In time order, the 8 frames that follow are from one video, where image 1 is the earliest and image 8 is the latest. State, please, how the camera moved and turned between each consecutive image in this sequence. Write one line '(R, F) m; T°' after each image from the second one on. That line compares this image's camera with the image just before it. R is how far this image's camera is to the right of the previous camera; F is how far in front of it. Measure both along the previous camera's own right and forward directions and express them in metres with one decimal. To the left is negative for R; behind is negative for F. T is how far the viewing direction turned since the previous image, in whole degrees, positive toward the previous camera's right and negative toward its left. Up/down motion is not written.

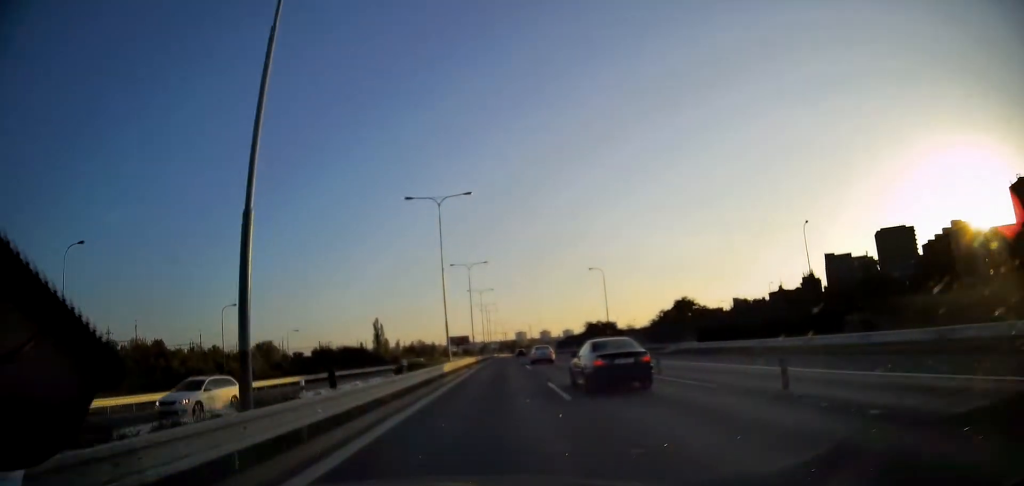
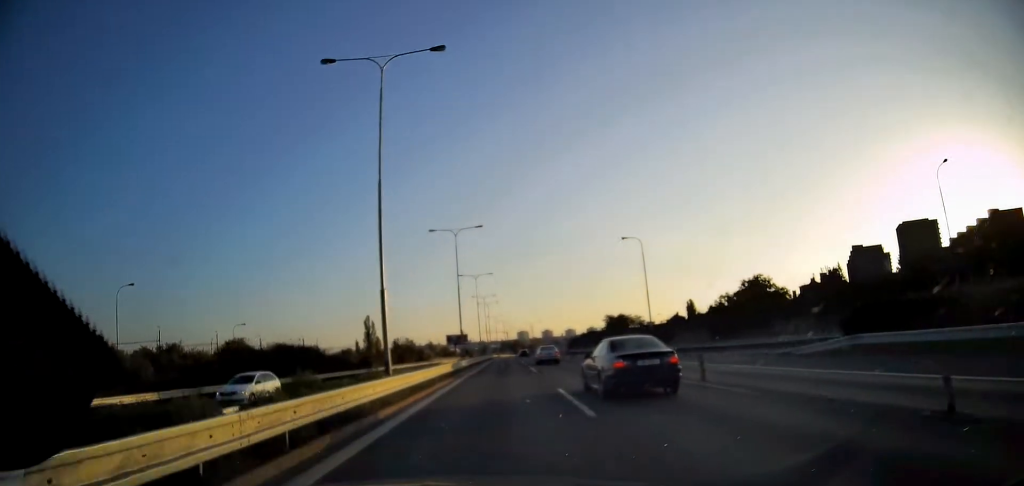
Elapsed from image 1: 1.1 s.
(+0.1, +20.8) m; 0°
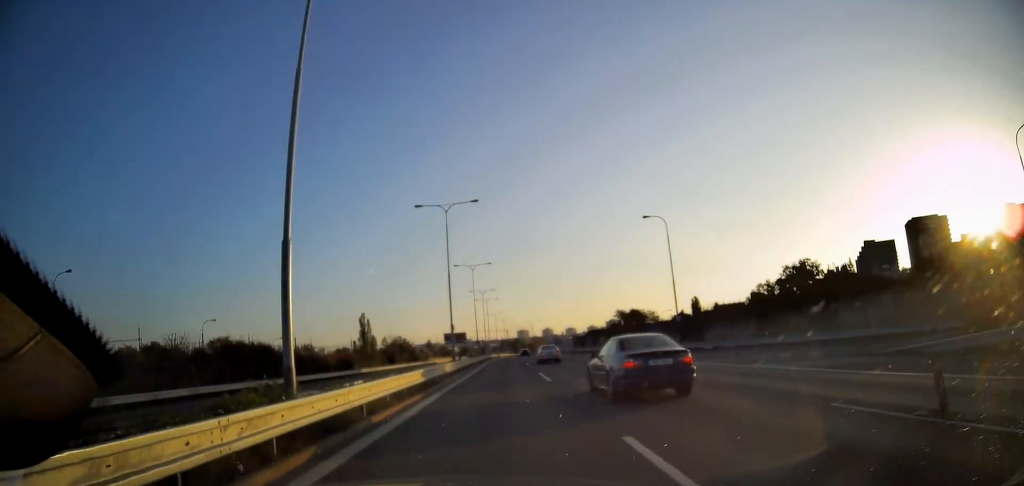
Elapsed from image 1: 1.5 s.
(-0.1, +8.5) m; -1°
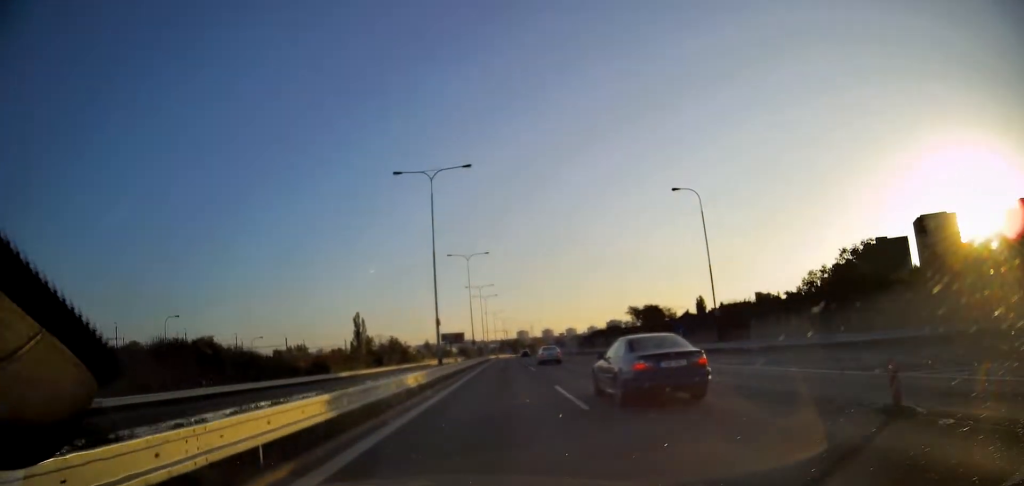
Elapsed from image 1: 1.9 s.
(0.0, +8.5) m; 0°
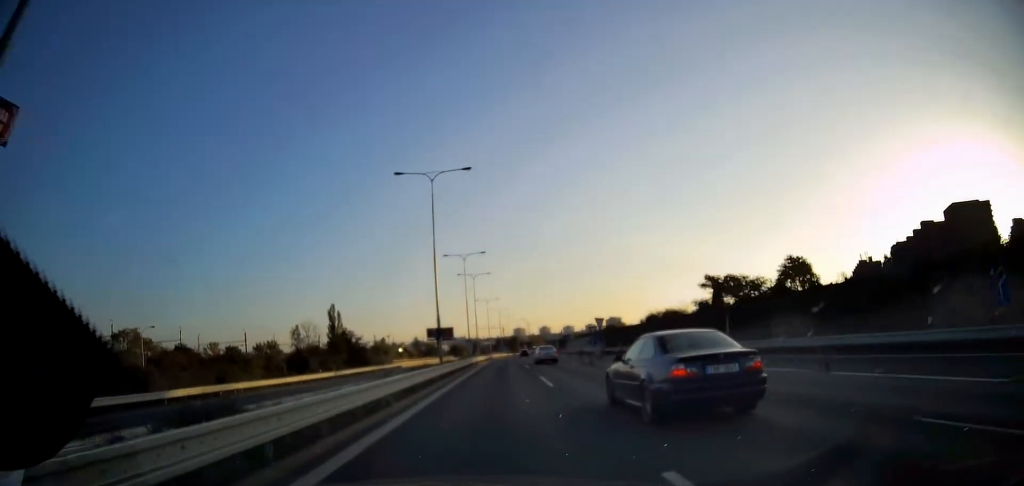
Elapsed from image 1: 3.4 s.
(+0.2, +29.4) m; +1°
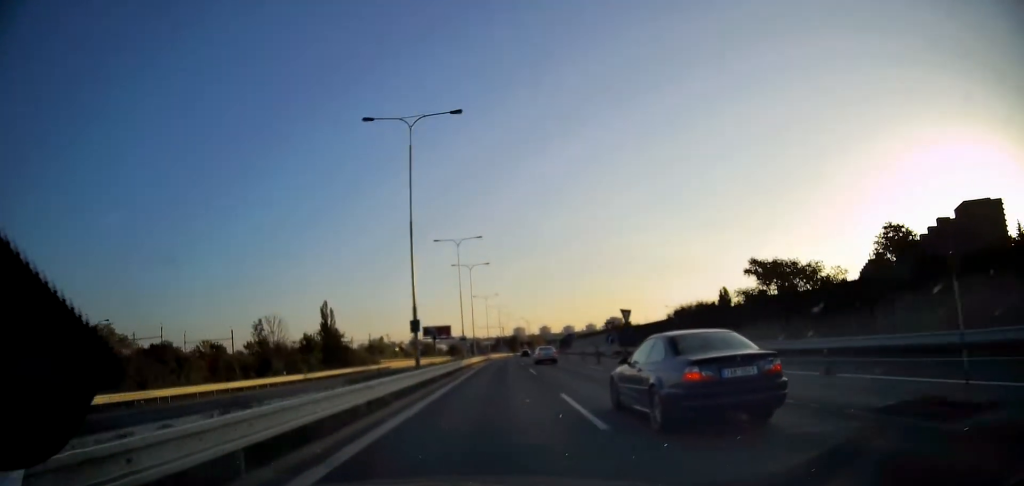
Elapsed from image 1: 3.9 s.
(0.0, +8.5) m; 0°
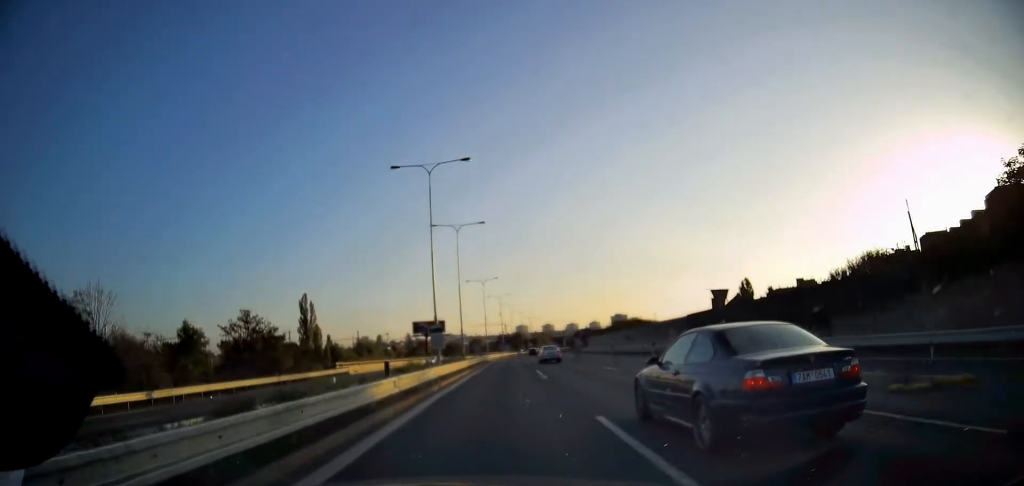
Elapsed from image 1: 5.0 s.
(-0.1, +22.5) m; 0°
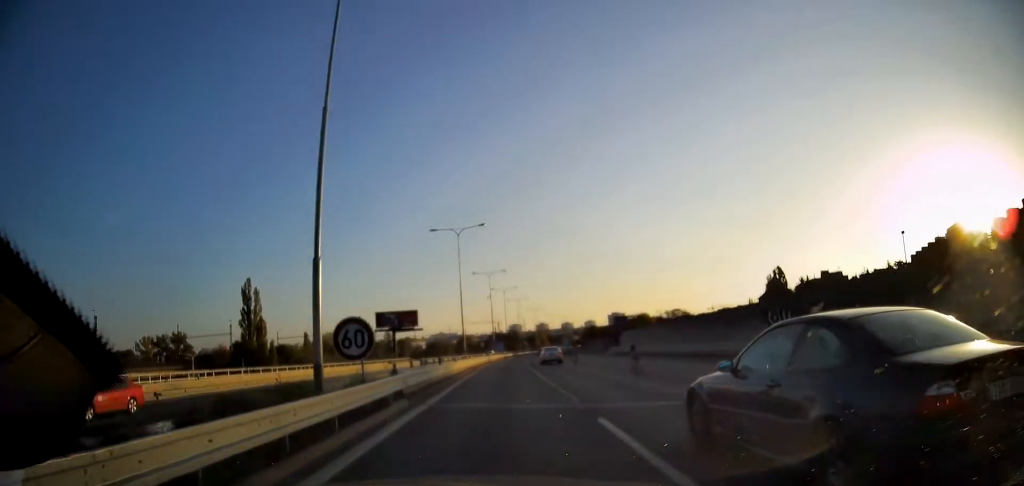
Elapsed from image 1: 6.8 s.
(0.0, +35.6) m; 0°
